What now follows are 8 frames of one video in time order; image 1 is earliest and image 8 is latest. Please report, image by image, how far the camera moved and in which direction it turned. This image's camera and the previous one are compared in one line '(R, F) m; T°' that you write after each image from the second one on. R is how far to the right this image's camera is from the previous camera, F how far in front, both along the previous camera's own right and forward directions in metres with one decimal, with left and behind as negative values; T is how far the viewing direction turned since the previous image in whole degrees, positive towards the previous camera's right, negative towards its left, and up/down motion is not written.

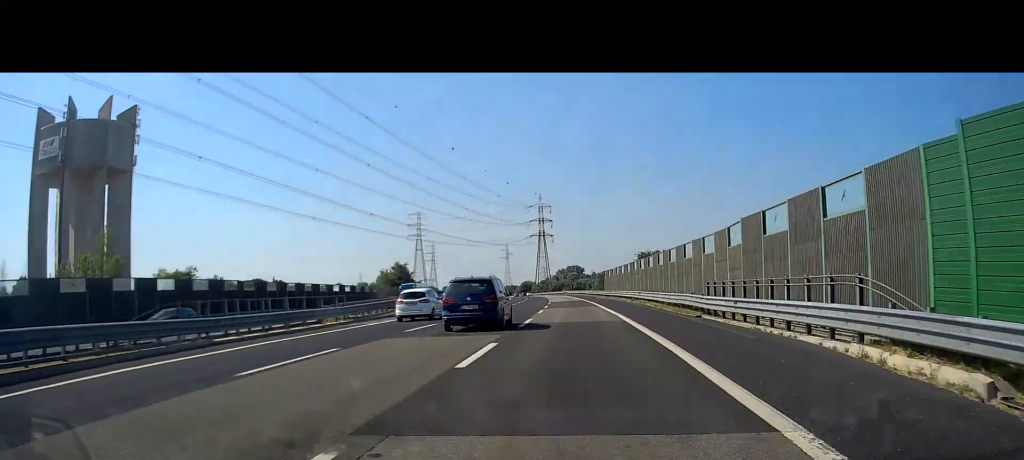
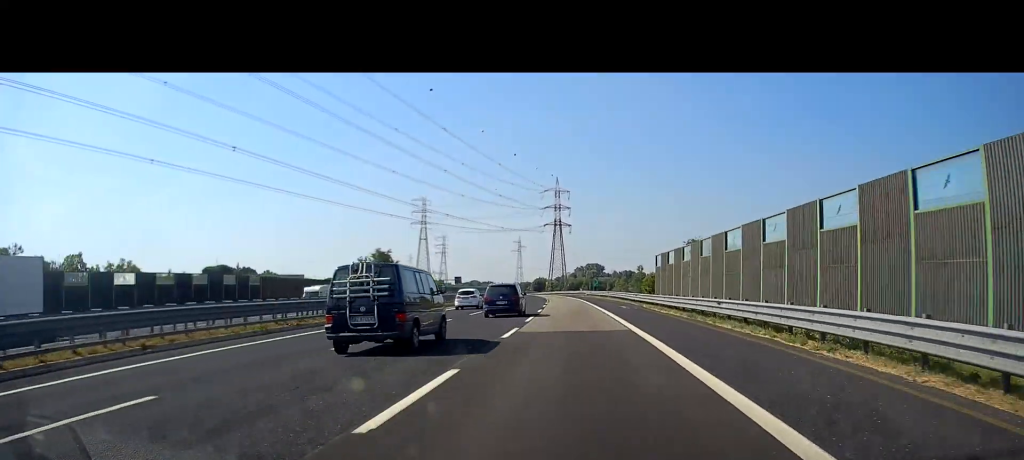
(-0.9, +52.9) m; -2°
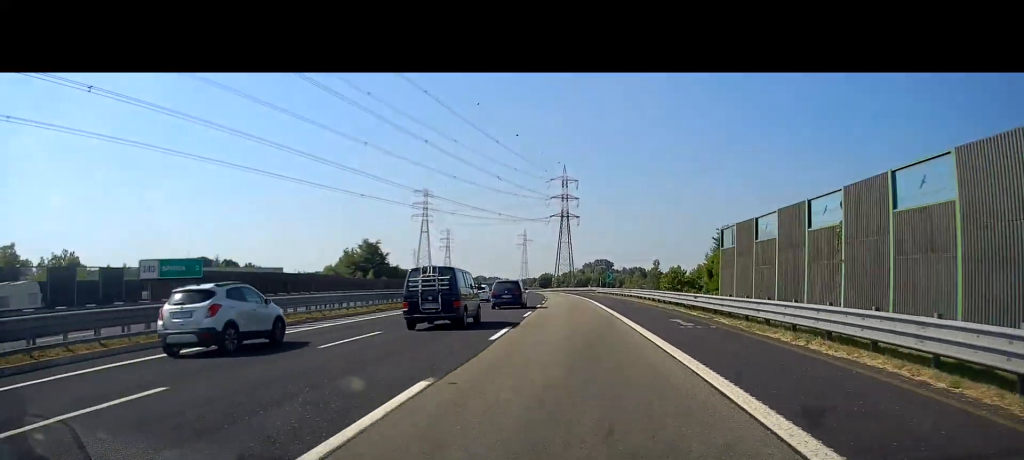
(-0.1, +23.1) m; -1°
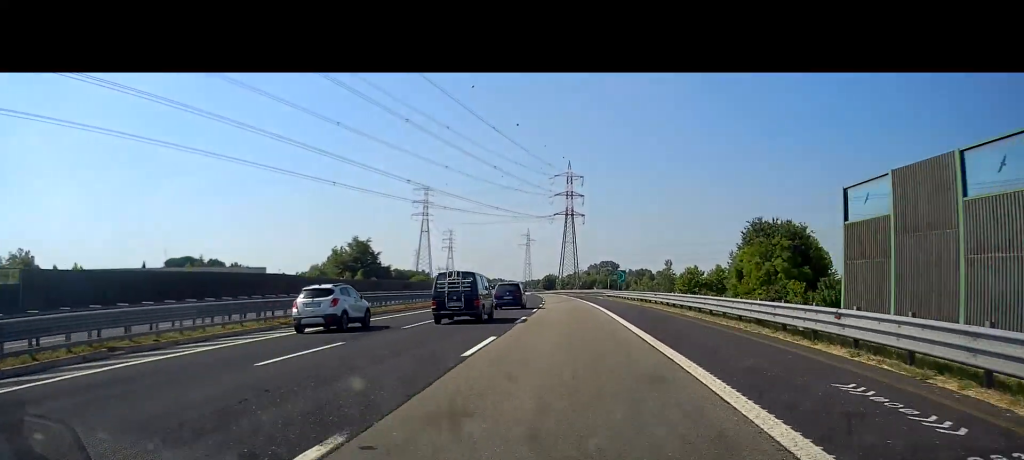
(-0.1, +15.1) m; -1°
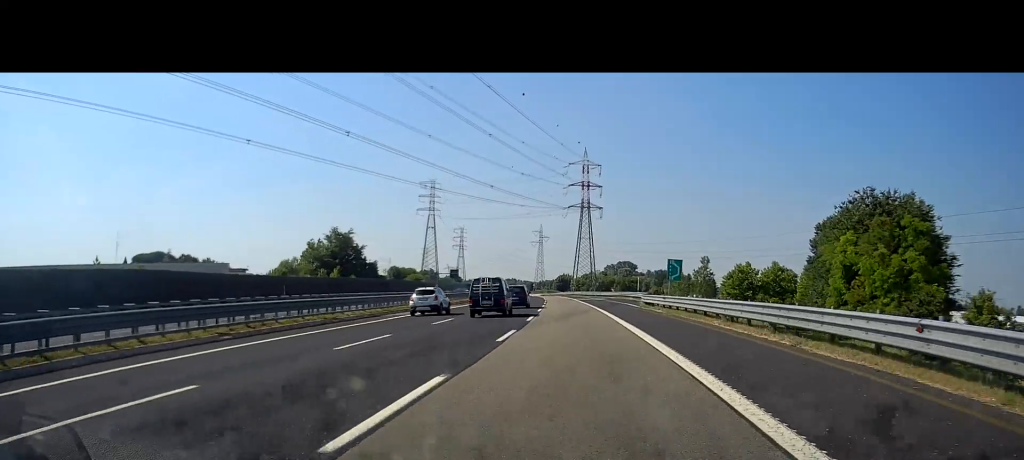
(-0.4, +30.0) m; -2°
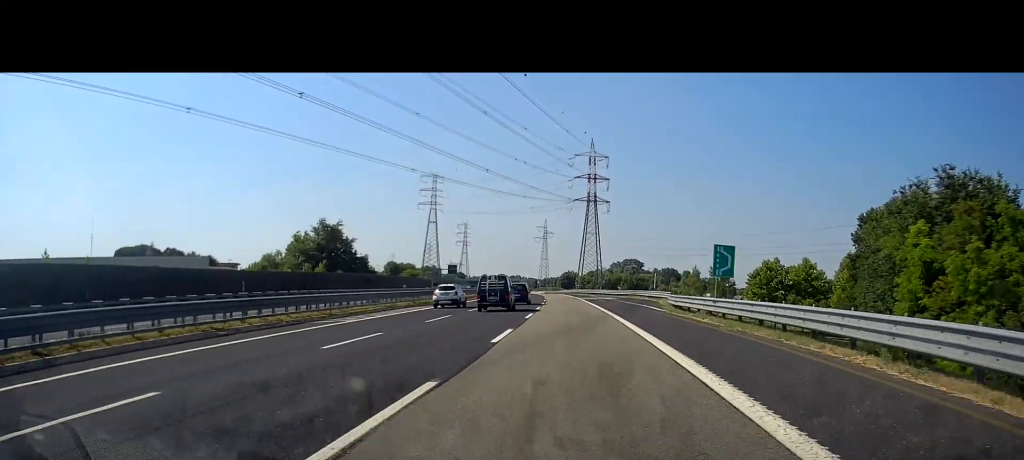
(0.0, +12.4) m; -1°
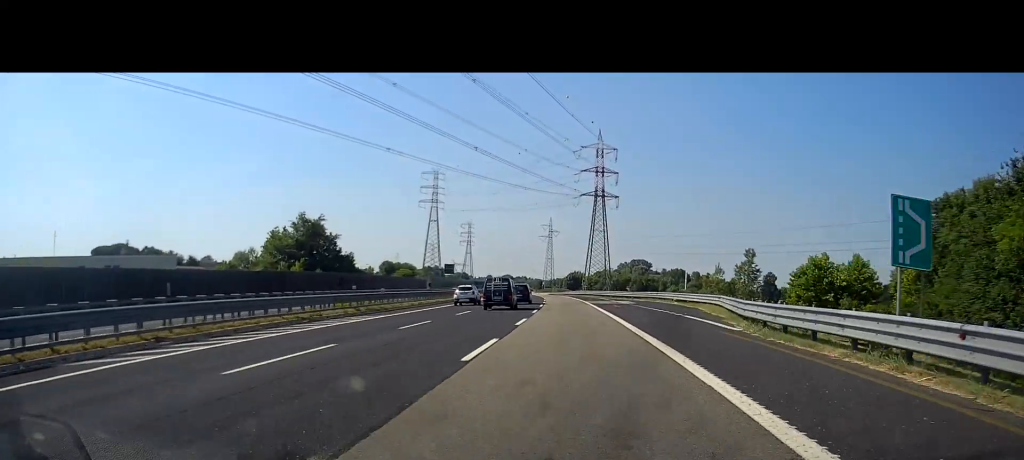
(-0.2, +15.9) m; -1°
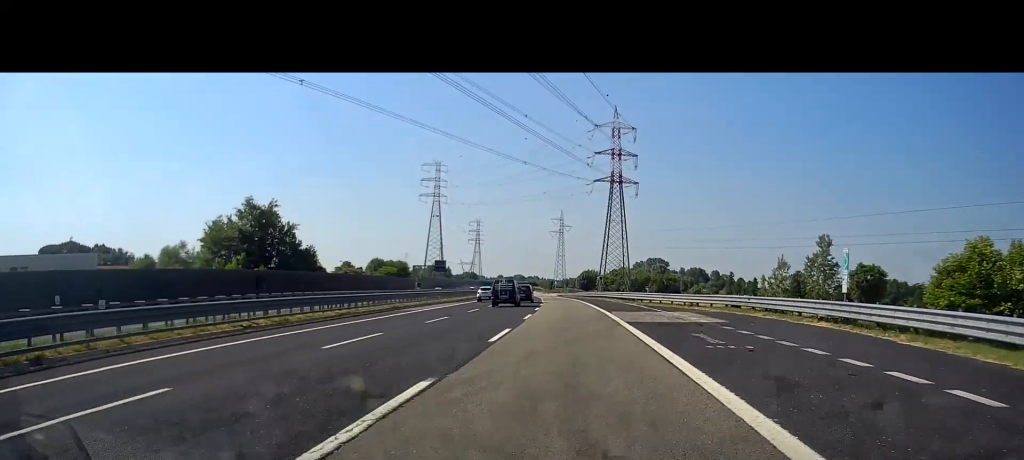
(-0.4, +30.0) m; -1°
